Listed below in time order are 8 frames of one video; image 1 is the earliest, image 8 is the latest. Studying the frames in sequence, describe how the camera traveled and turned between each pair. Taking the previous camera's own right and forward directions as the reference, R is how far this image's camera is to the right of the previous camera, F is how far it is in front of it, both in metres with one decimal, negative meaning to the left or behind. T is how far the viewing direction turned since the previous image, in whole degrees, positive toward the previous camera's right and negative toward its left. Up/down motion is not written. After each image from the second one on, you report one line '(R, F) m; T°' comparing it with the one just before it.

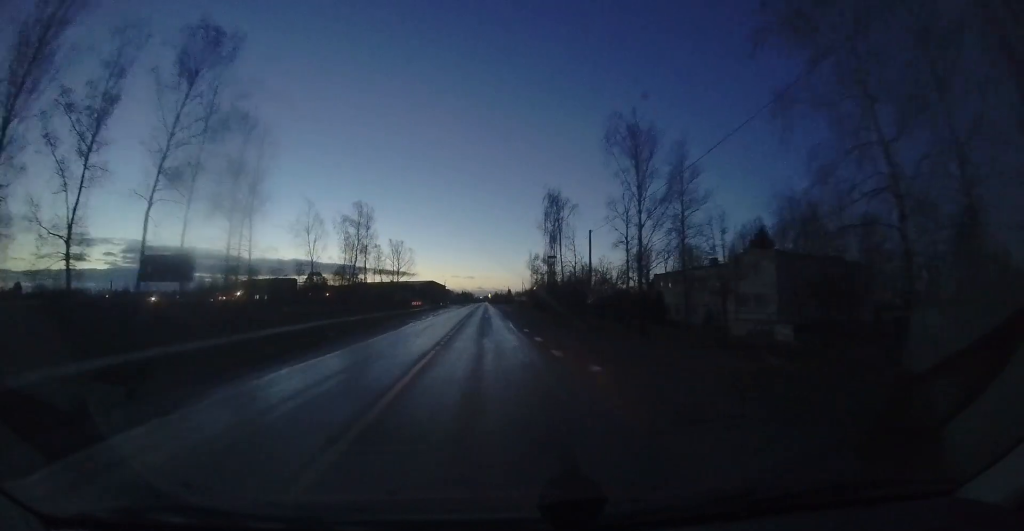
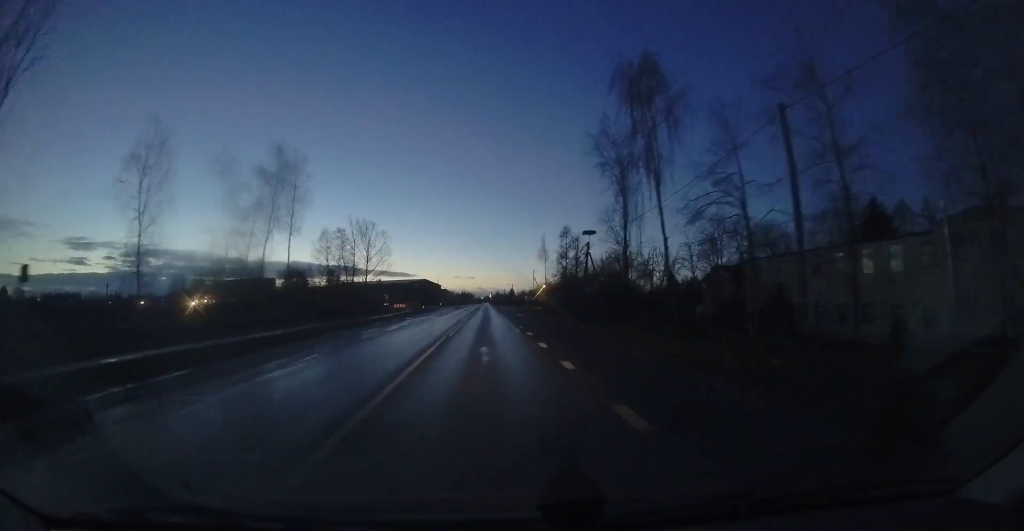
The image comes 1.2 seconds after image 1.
(-0.5, +21.5) m; -2°
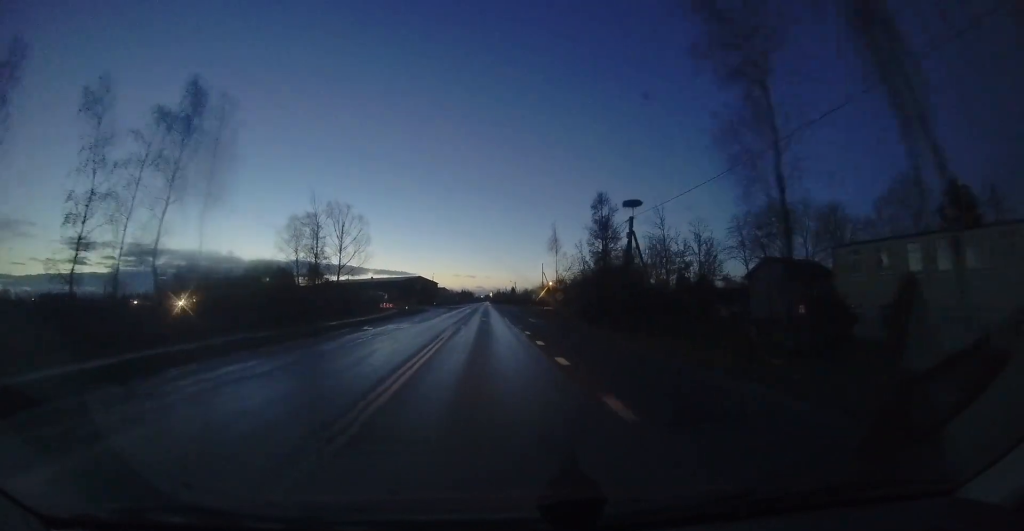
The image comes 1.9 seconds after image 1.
(0.0, +11.4) m; 0°
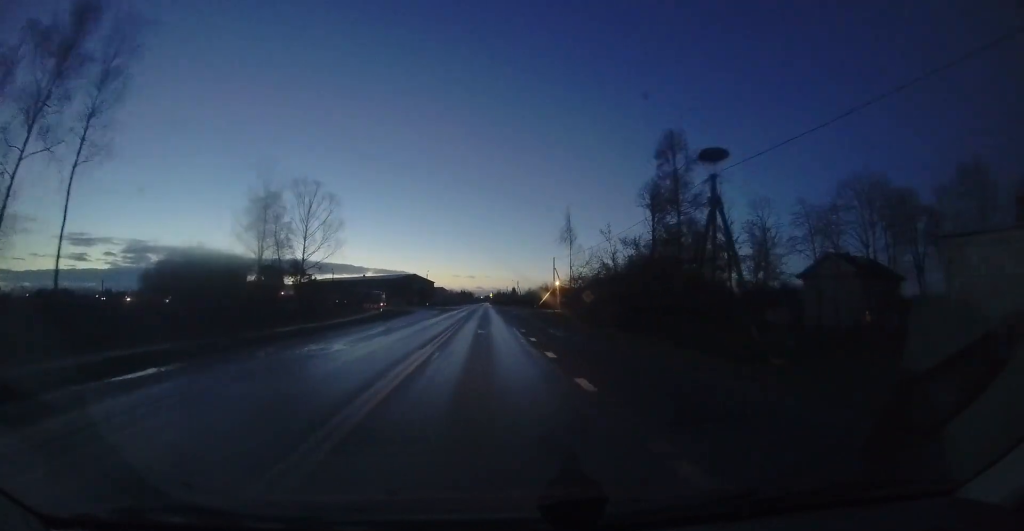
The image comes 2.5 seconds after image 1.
(0.0, +10.2) m; 0°
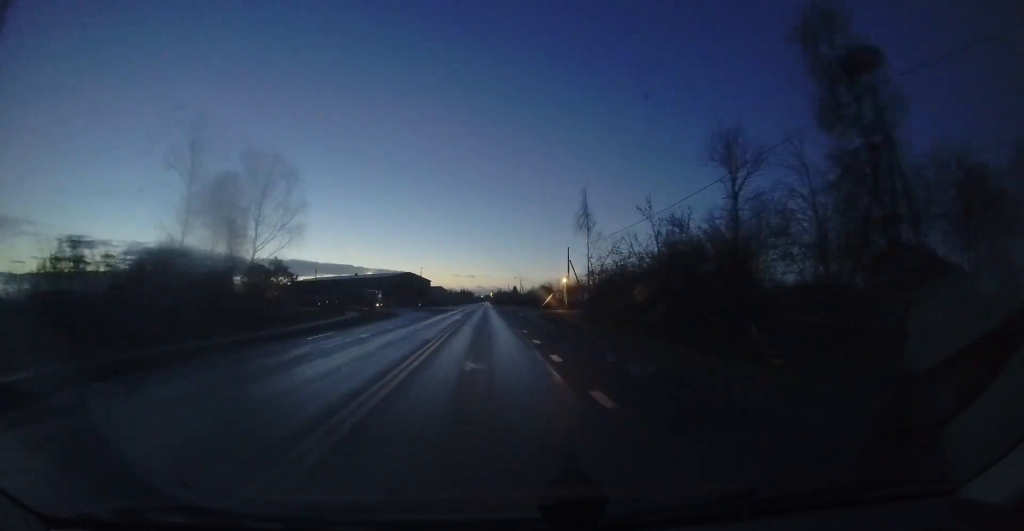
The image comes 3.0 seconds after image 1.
(0.0, +9.0) m; 0°
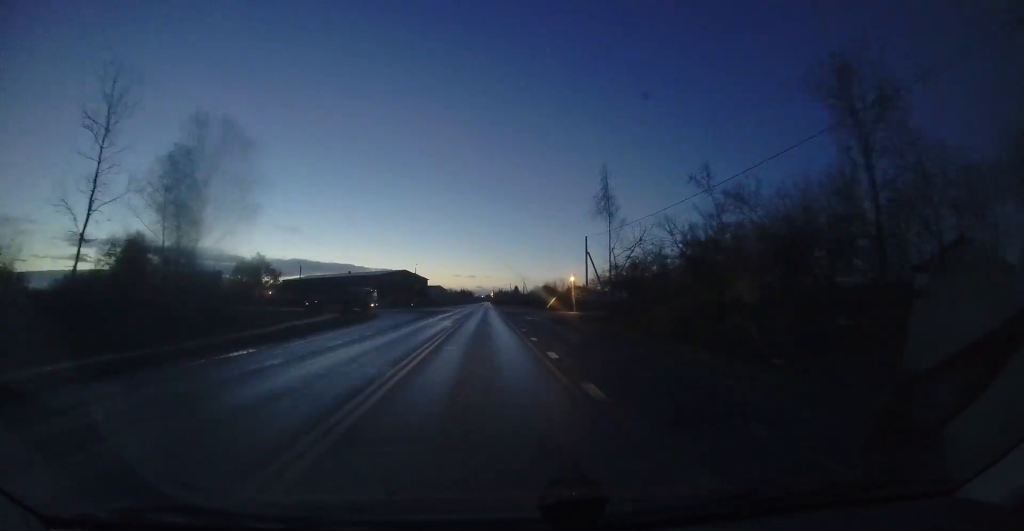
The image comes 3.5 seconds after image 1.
(0.0, +7.2) m; +1°
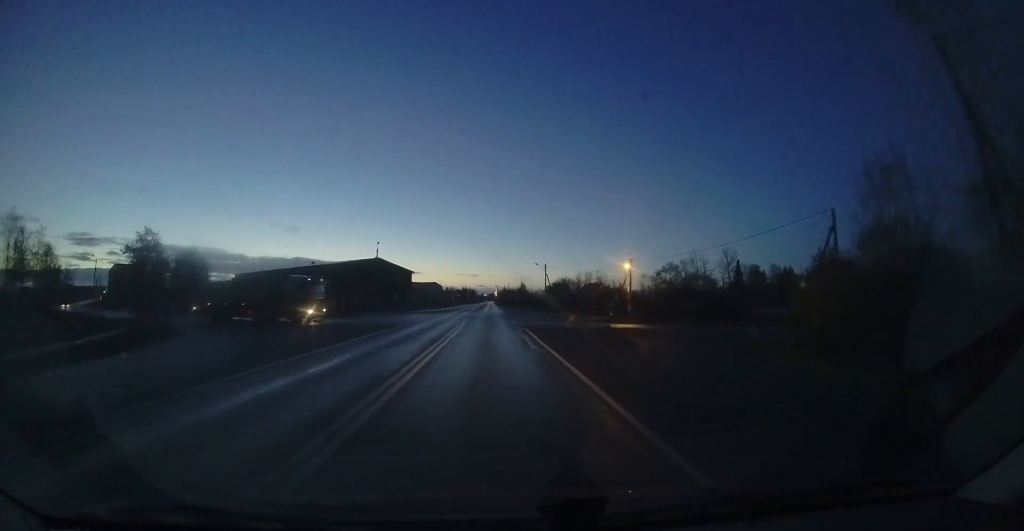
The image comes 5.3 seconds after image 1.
(+0.8, +30.3) m; +2°
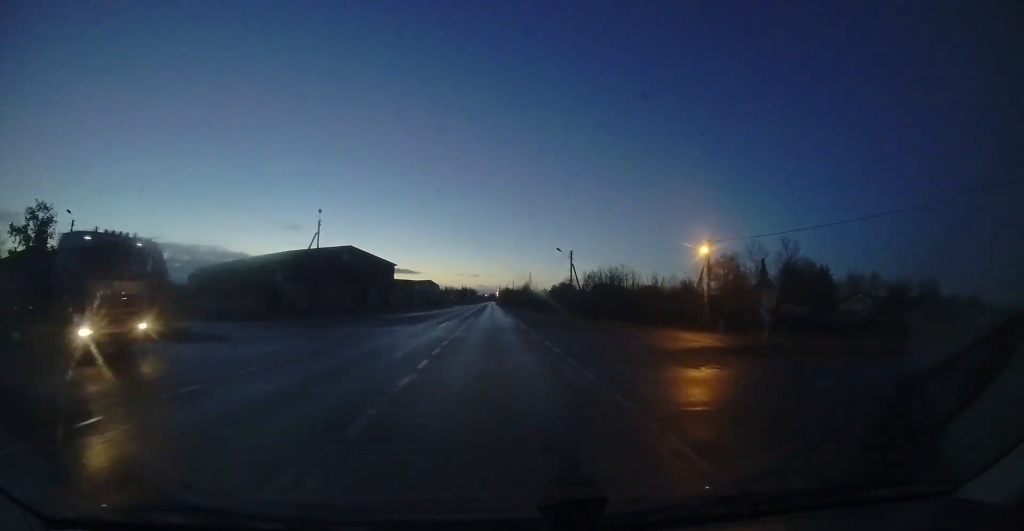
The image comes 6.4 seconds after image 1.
(-0.2, +18.8) m; 0°
